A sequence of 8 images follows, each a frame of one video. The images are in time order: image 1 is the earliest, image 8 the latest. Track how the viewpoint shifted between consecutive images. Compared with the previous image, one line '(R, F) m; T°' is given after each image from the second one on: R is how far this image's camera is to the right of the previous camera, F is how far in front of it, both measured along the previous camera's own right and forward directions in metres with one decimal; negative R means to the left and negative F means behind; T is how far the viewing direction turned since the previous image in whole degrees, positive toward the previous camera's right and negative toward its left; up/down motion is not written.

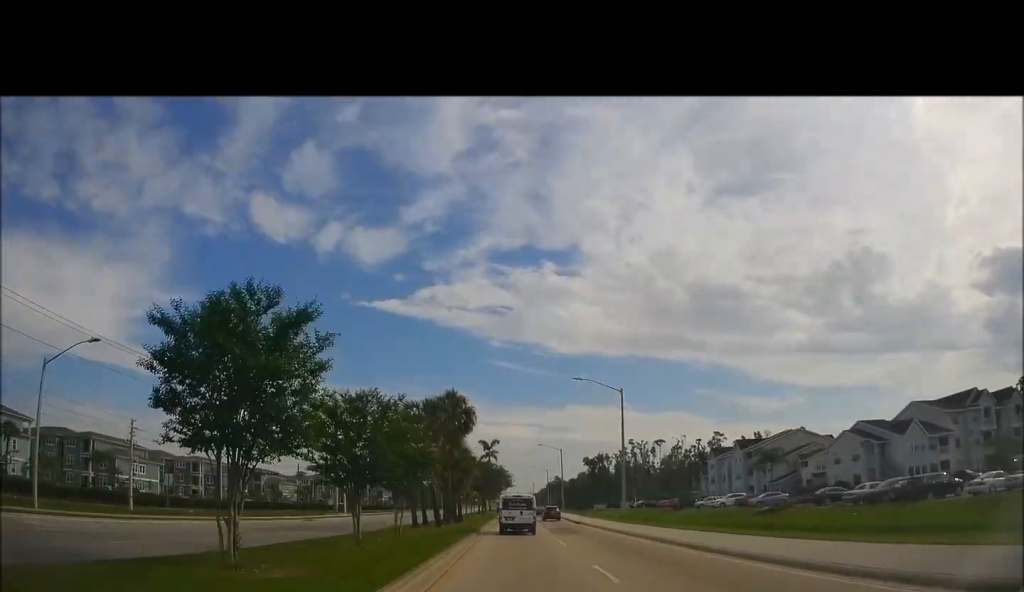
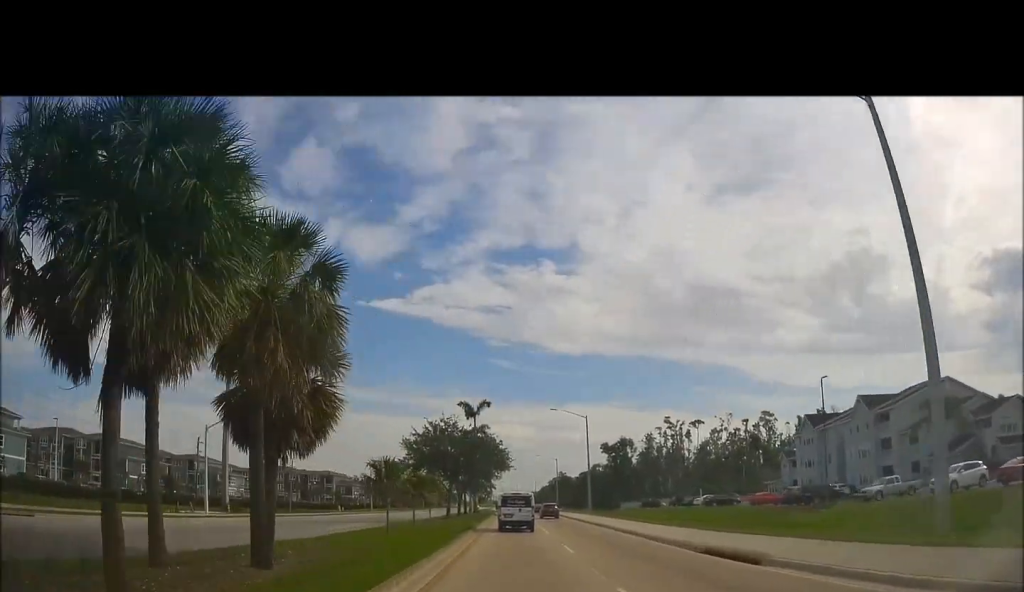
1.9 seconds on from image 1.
(-0.6, +40.7) m; 0°
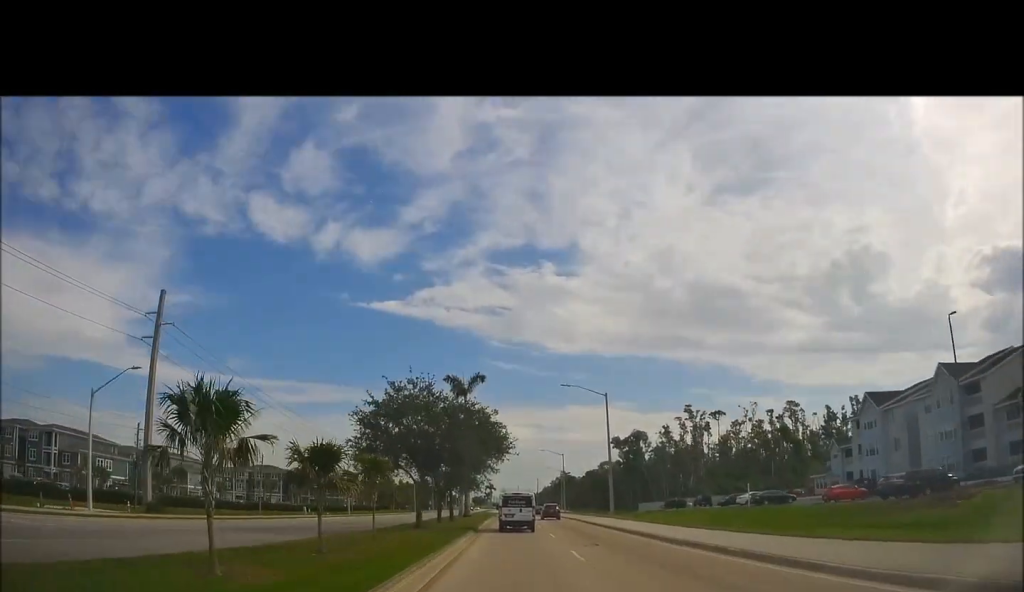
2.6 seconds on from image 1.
(+0.1, +15.3) m; 0°
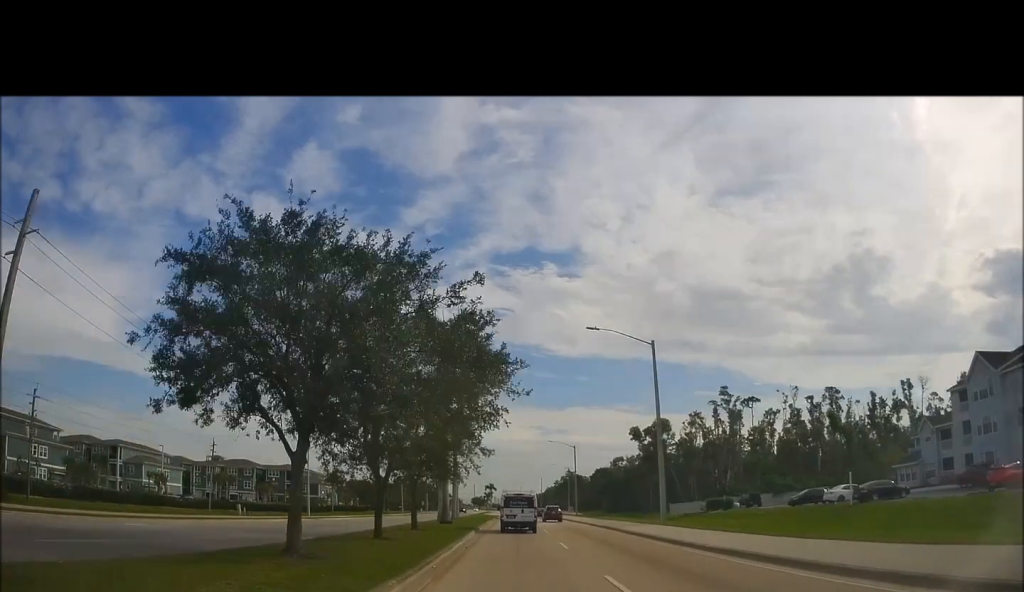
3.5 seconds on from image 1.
(+0.2, +19.2) m; 0°
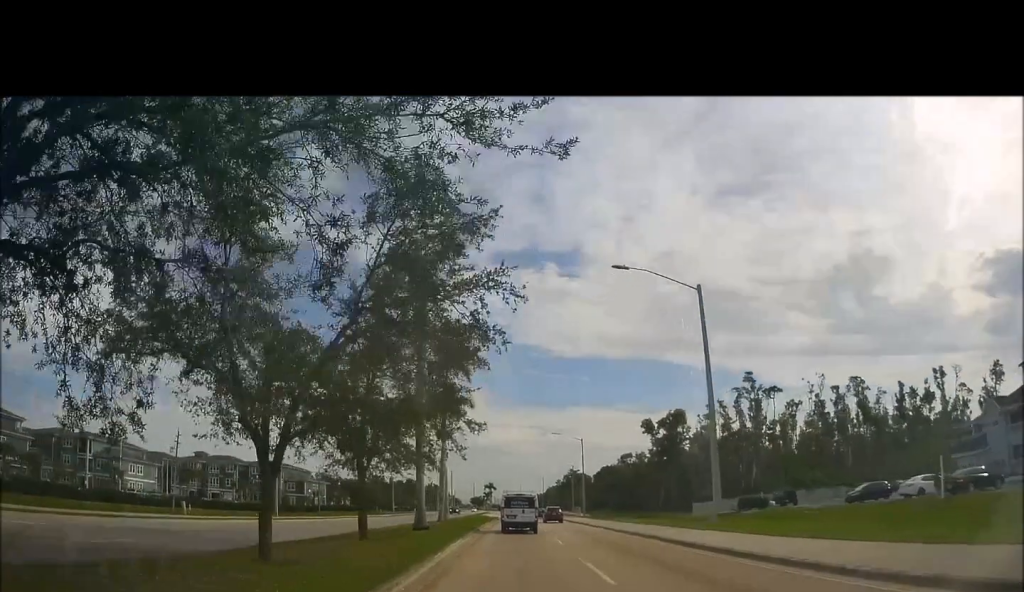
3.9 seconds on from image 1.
(-0.2, +10.5) m; -1°
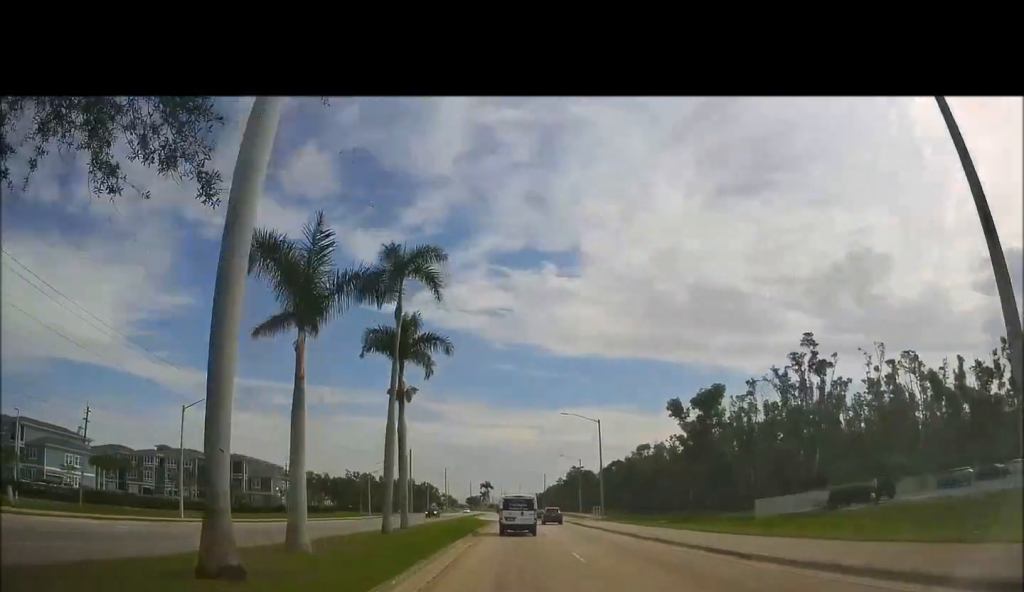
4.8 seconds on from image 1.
(-0.1, +19.5) m; 0°
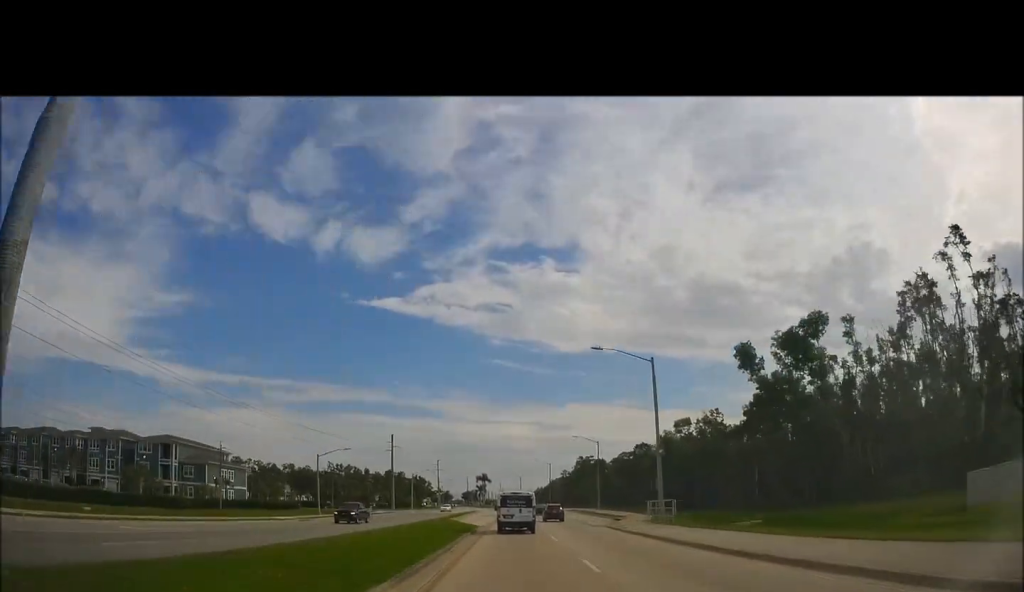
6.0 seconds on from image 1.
(+0.4, +27.9) m; +2°
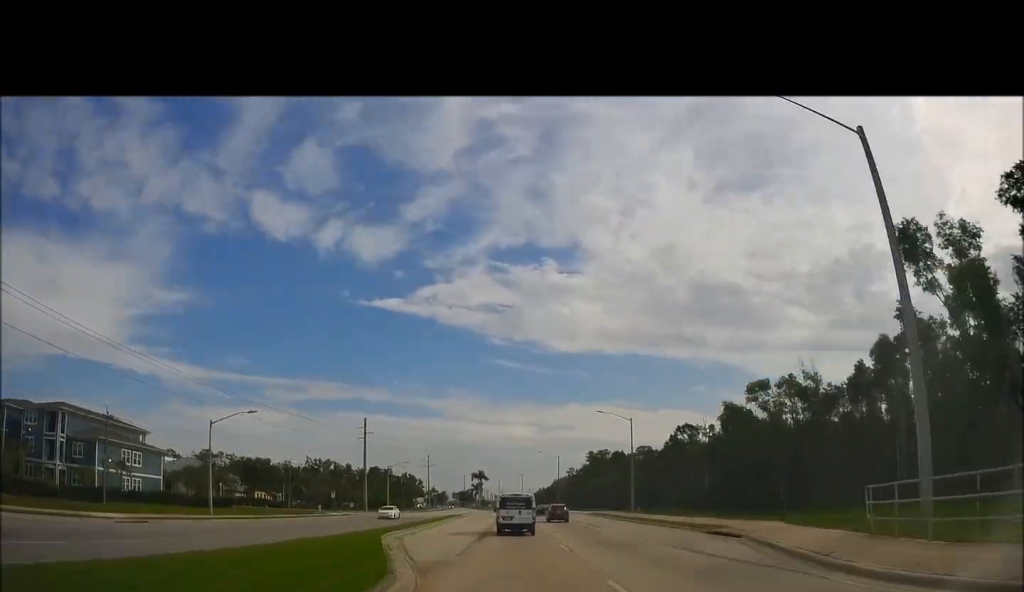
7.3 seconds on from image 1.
(+0.1, +29.6) m; -1°
